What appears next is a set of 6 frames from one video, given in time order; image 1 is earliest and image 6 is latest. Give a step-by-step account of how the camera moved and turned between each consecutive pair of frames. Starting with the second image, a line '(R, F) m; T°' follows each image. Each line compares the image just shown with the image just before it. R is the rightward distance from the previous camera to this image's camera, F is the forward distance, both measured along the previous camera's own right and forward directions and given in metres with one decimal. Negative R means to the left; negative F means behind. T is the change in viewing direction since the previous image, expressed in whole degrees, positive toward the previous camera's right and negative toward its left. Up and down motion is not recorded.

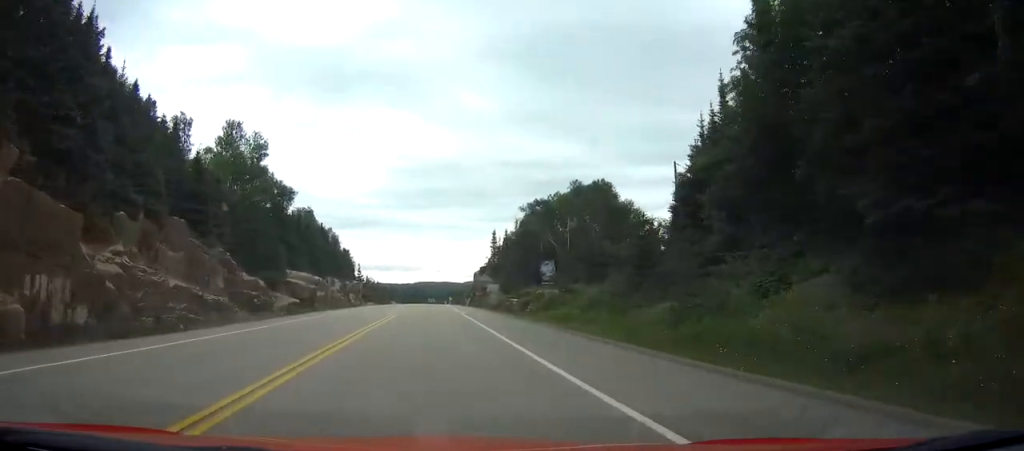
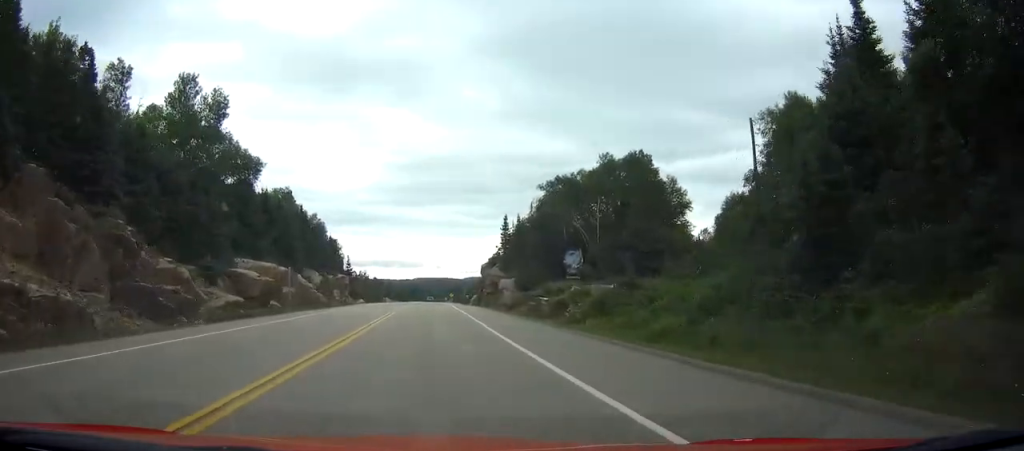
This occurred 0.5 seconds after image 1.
(0.0, +17.0) m; 0°
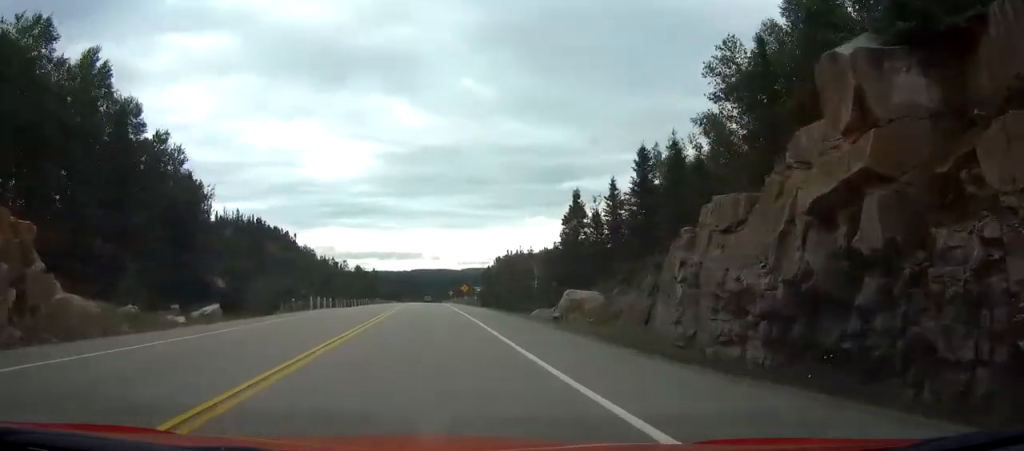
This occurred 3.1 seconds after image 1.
(0.0, +80.8) m; 0°
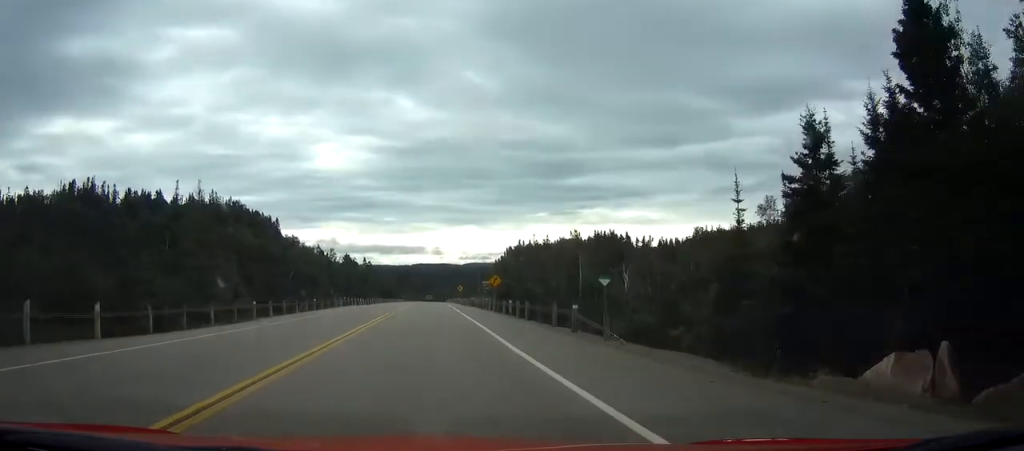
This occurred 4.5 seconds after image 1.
(0.0, +44.4) m; 0°
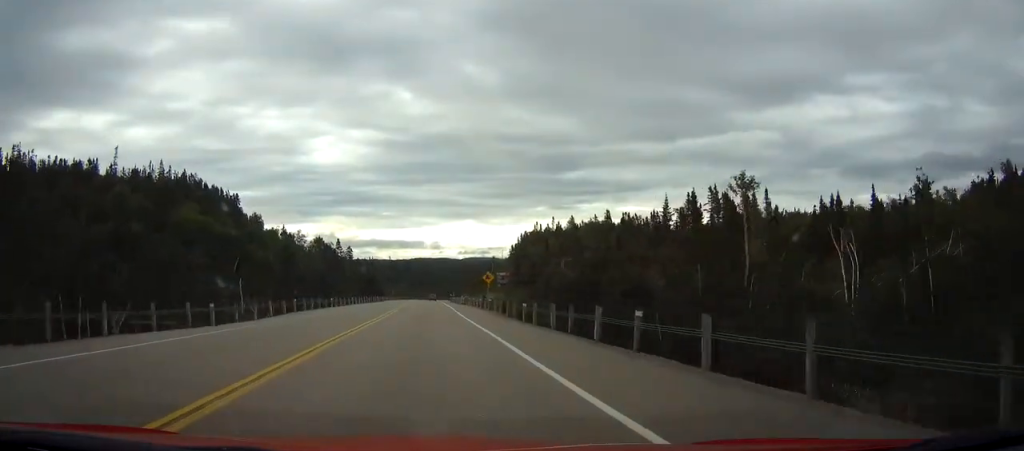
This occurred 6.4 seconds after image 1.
(-0.2, +59.9) m; 0°
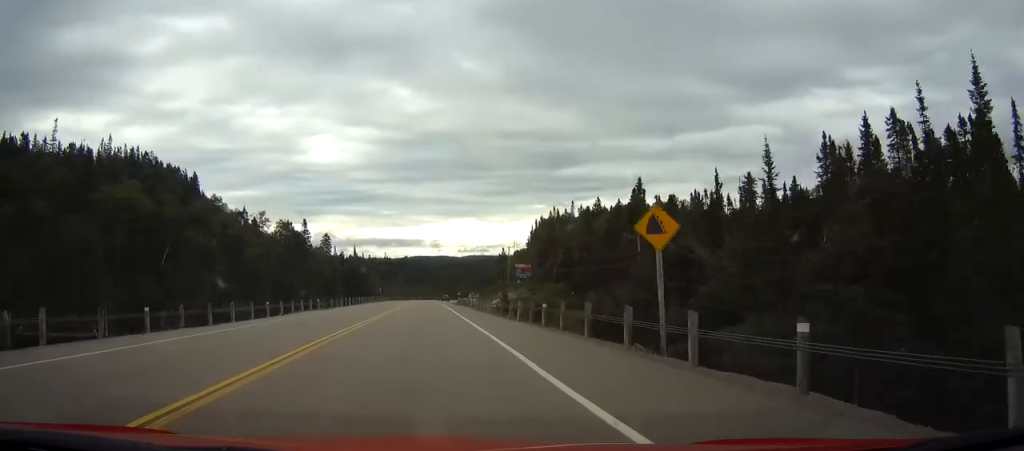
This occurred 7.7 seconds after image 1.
(0.0, +42.9) m; 0°
